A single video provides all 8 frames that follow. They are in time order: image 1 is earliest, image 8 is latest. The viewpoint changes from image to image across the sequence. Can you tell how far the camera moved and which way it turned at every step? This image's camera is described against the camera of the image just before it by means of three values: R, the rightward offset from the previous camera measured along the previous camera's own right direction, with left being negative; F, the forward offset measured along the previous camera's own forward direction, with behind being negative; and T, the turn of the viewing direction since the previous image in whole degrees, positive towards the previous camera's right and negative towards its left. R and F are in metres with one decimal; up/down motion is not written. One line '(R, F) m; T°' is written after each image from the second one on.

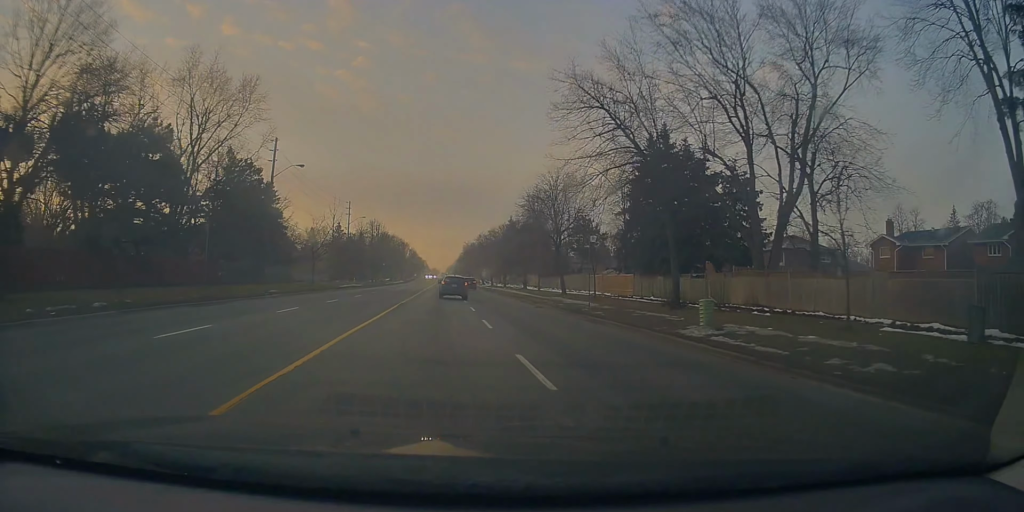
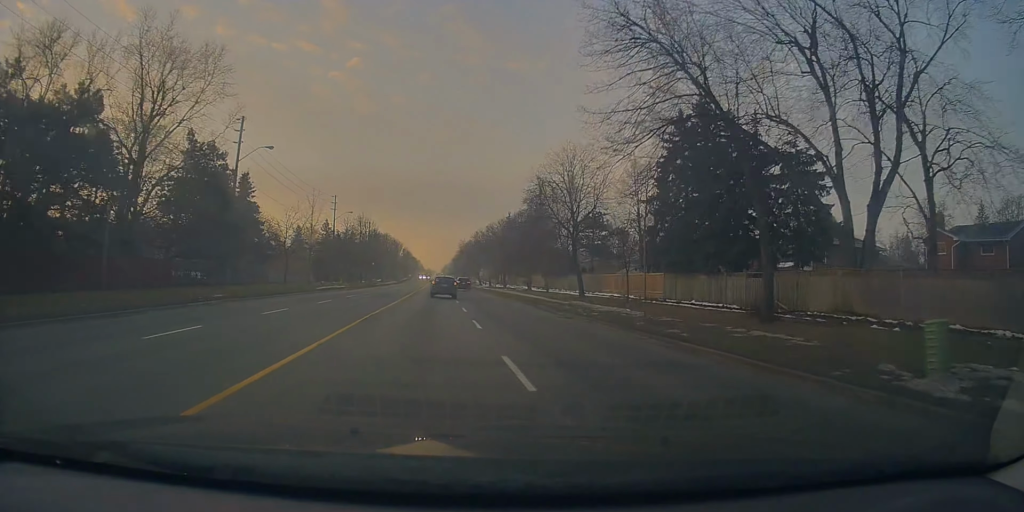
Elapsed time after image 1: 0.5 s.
(+0.4, +8.5) m; 0°
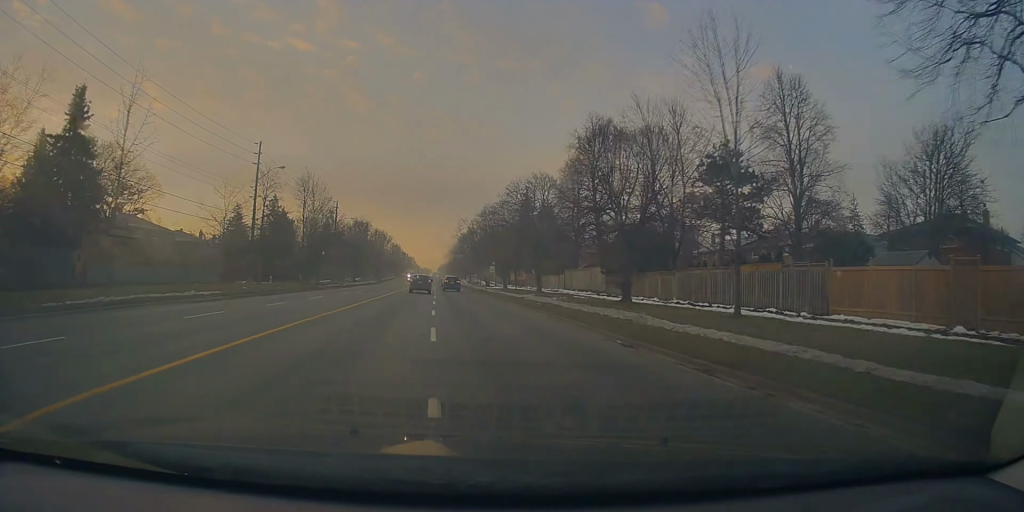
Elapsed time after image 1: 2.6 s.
(-0.7, +37.2) m; 0°
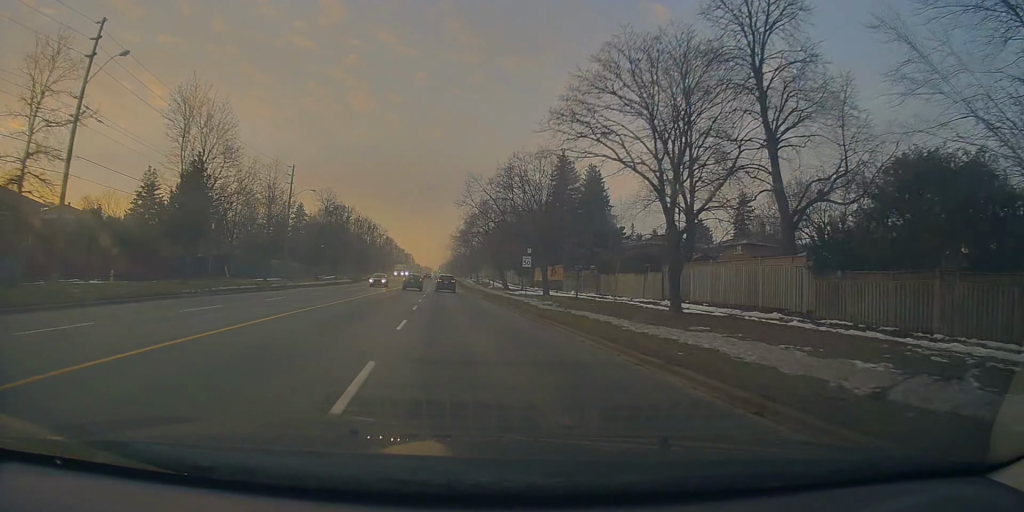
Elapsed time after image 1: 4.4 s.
(+0.2, +31.4) m; 0°
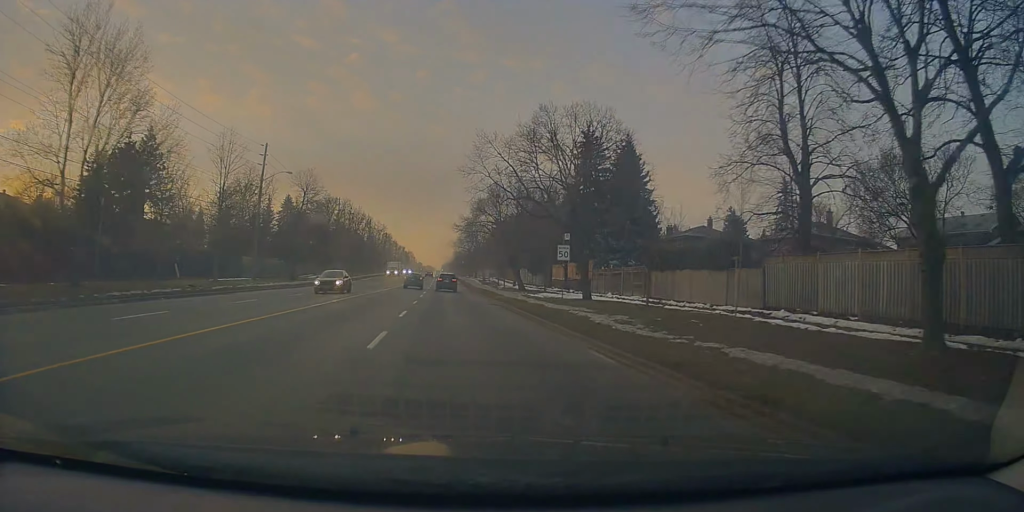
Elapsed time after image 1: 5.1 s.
(0.0, +12.4) m; 0°
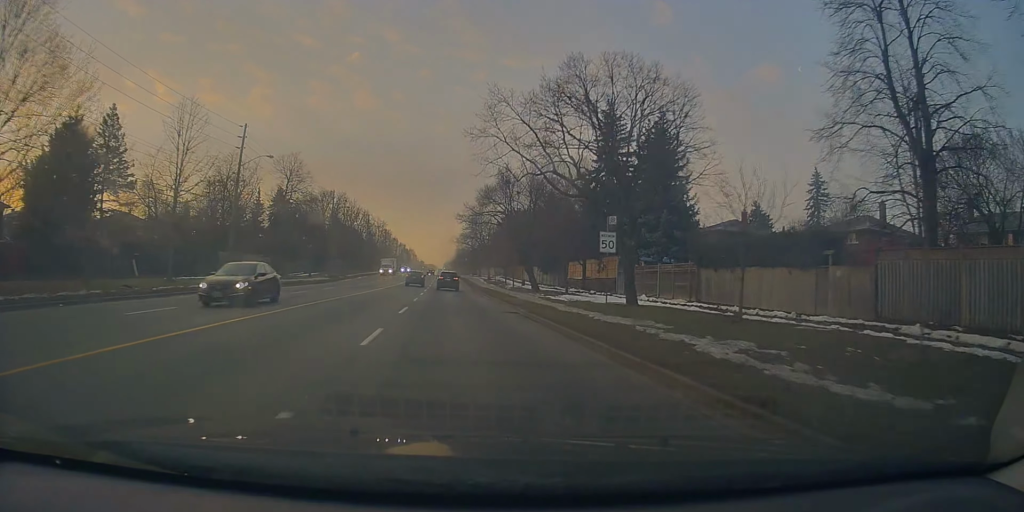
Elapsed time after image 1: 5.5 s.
(-0.1, +7.7) m; 0°
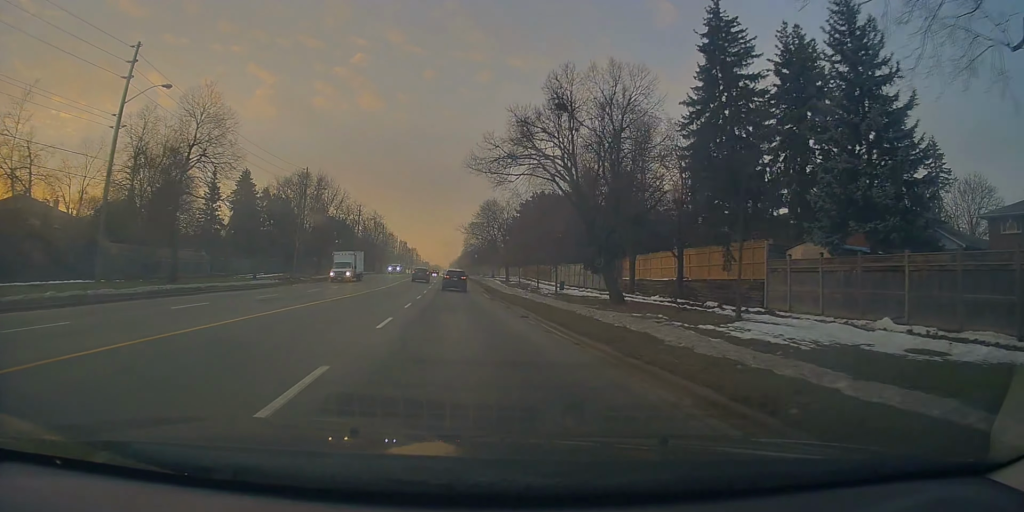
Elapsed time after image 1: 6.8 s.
(-0.2, +22.8) m; -2°
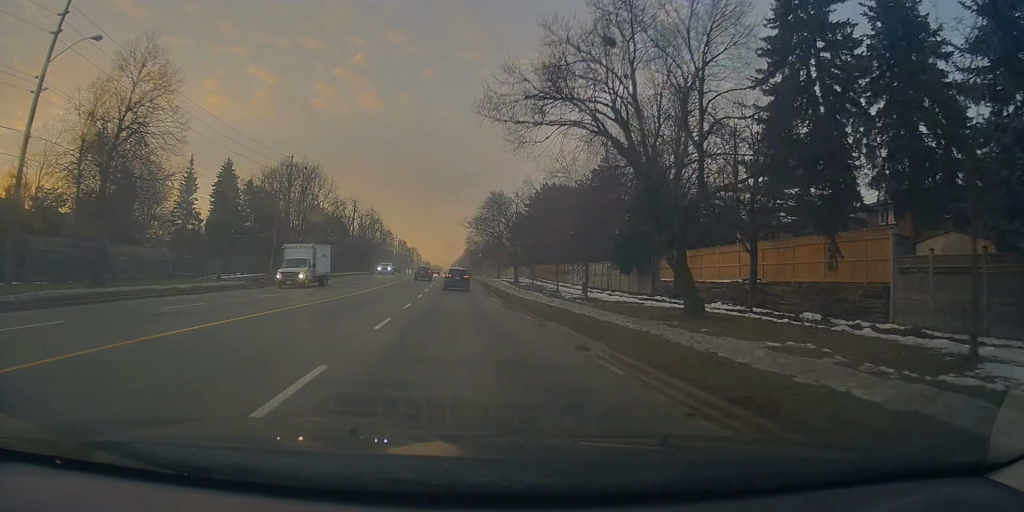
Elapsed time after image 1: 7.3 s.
(-0.3, +8.5) m; 0°
